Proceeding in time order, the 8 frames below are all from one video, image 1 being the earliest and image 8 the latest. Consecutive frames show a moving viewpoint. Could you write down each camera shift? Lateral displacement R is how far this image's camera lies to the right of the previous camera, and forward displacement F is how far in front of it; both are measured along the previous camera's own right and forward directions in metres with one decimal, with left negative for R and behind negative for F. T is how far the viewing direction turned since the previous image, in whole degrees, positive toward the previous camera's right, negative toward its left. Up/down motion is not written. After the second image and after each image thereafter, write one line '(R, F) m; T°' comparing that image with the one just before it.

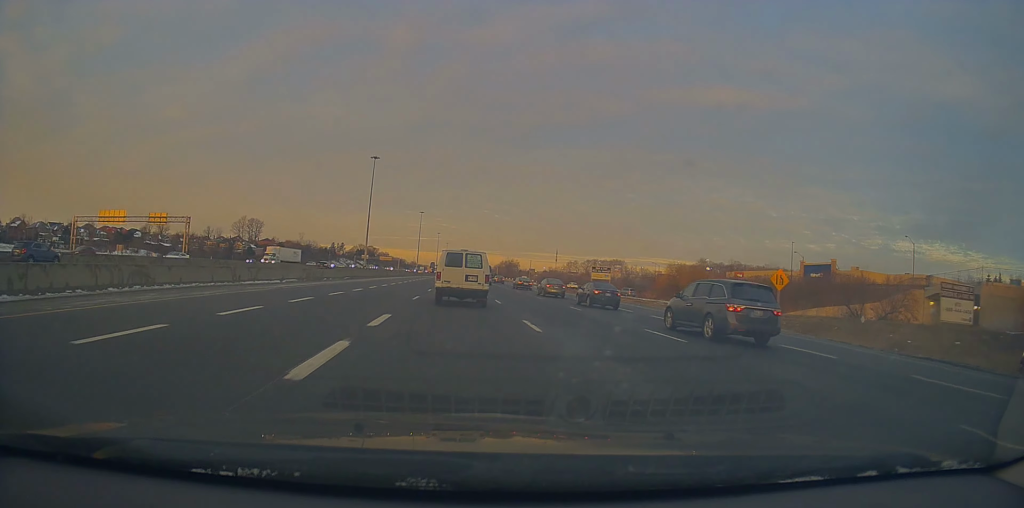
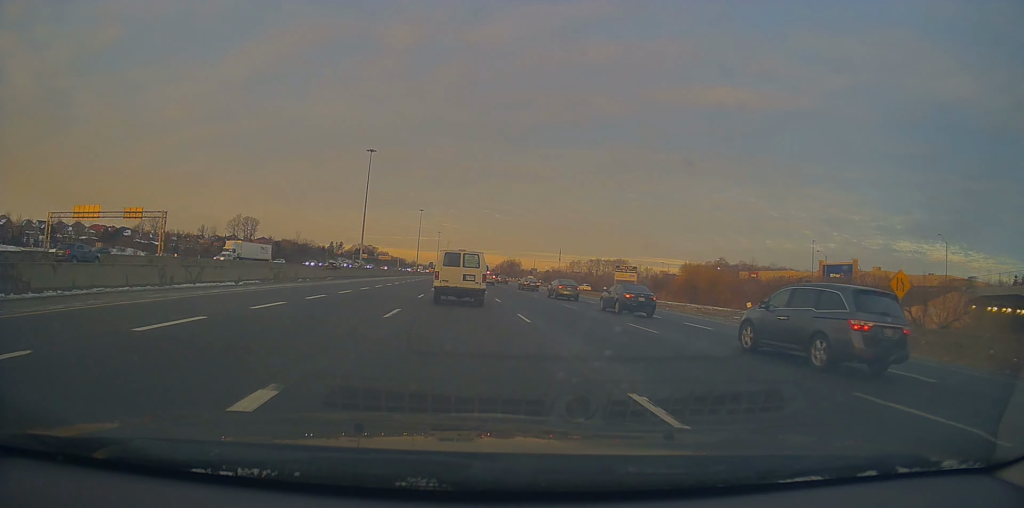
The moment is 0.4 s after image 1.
(+0.2, +9.8) m; 0°
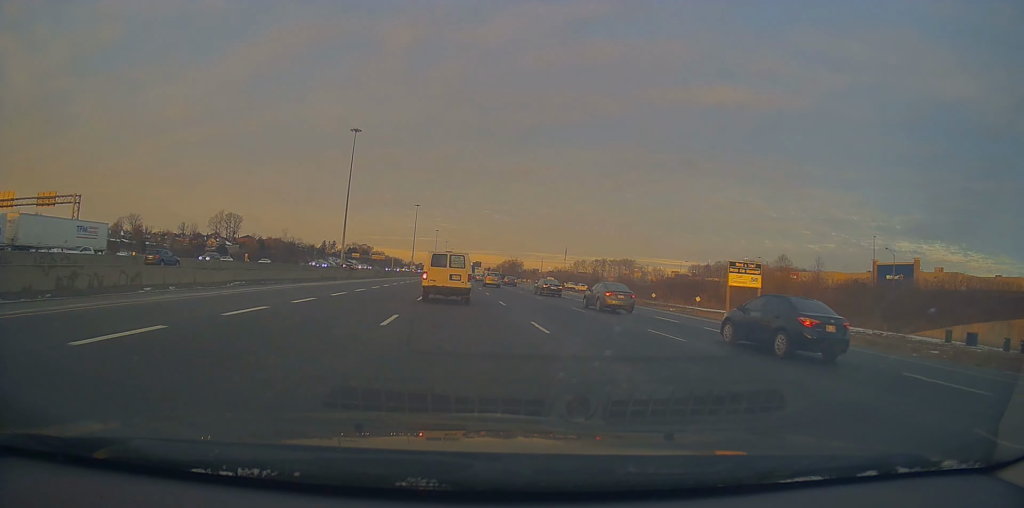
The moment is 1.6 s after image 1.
(-0.2, +25.7) m; -1°
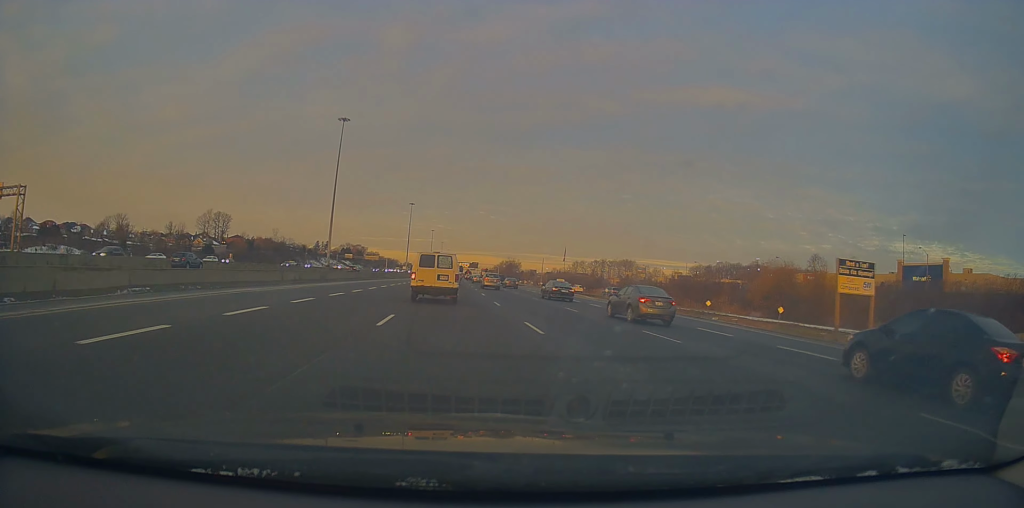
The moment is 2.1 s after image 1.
(-0.1, +11.4) m; 0°
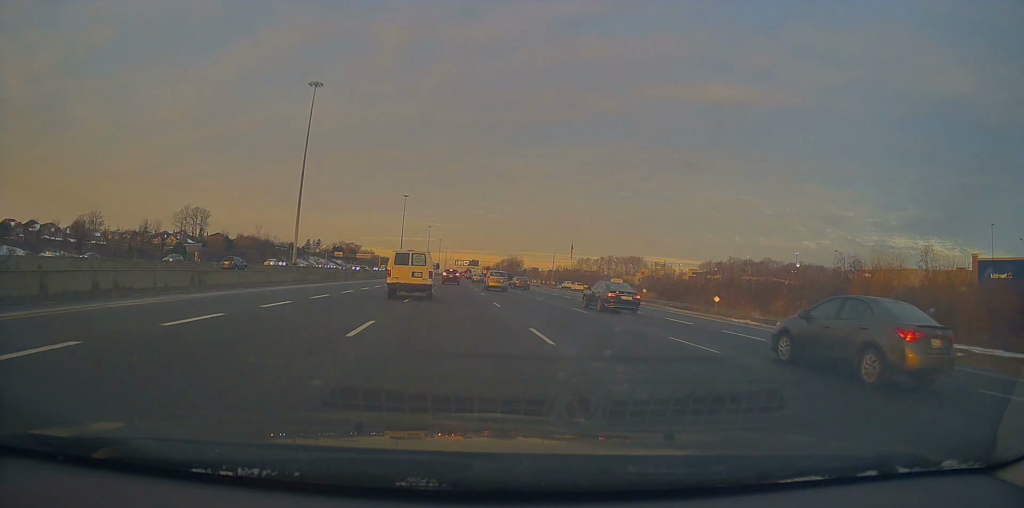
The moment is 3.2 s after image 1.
(+0.3, +26.1) m; +1°
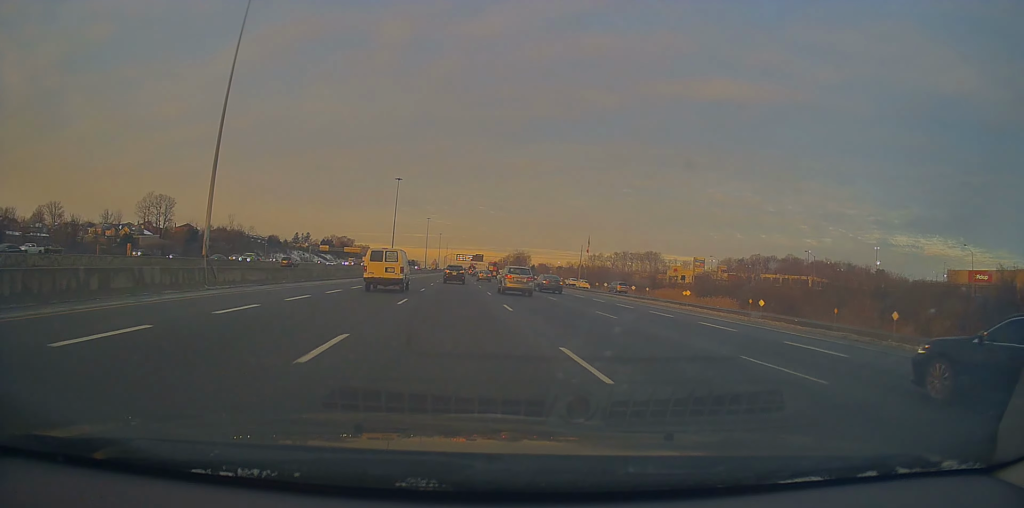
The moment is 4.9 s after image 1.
(-0.1, +40.3) m; 0°
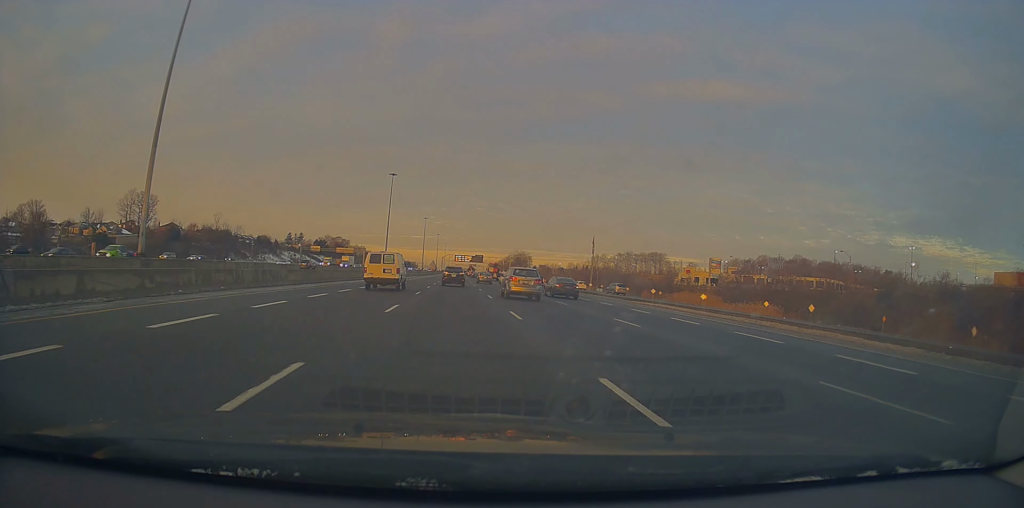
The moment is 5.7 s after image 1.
(+0.4, +16.2) m; 0°
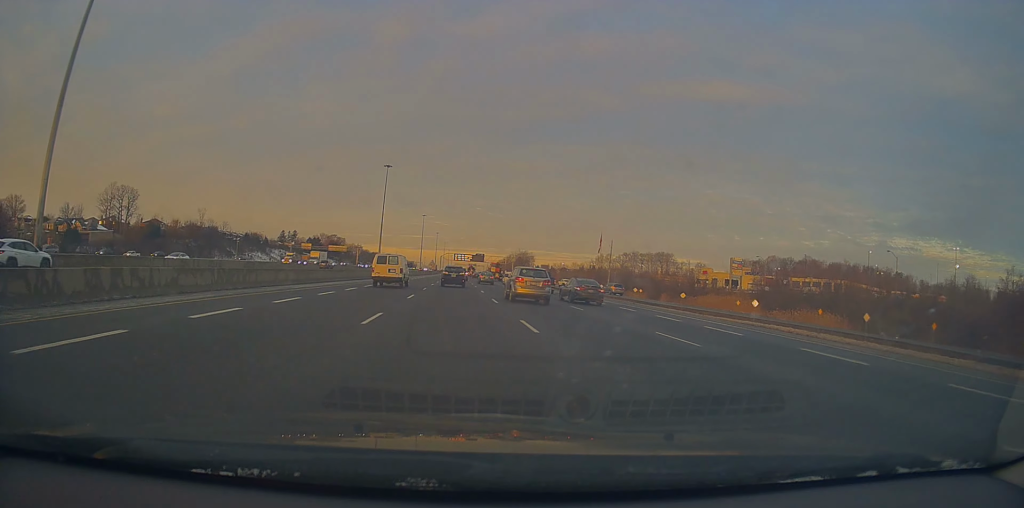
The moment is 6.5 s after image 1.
(-0.3, +16.8) m; -1°
